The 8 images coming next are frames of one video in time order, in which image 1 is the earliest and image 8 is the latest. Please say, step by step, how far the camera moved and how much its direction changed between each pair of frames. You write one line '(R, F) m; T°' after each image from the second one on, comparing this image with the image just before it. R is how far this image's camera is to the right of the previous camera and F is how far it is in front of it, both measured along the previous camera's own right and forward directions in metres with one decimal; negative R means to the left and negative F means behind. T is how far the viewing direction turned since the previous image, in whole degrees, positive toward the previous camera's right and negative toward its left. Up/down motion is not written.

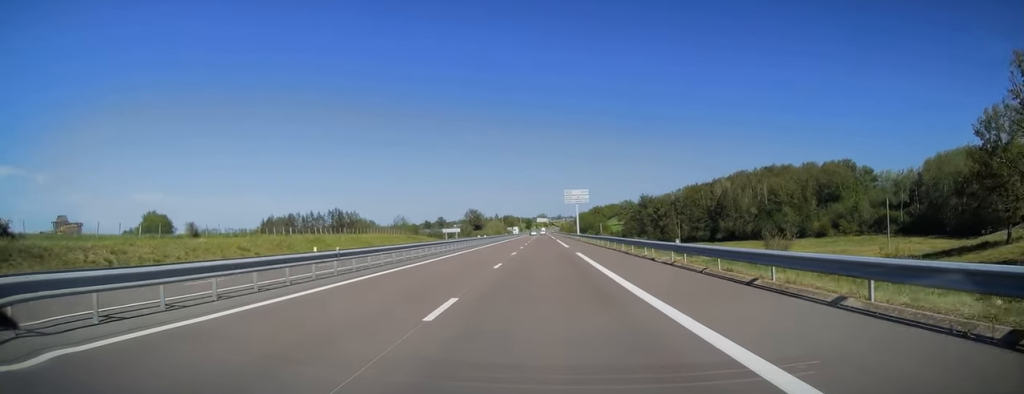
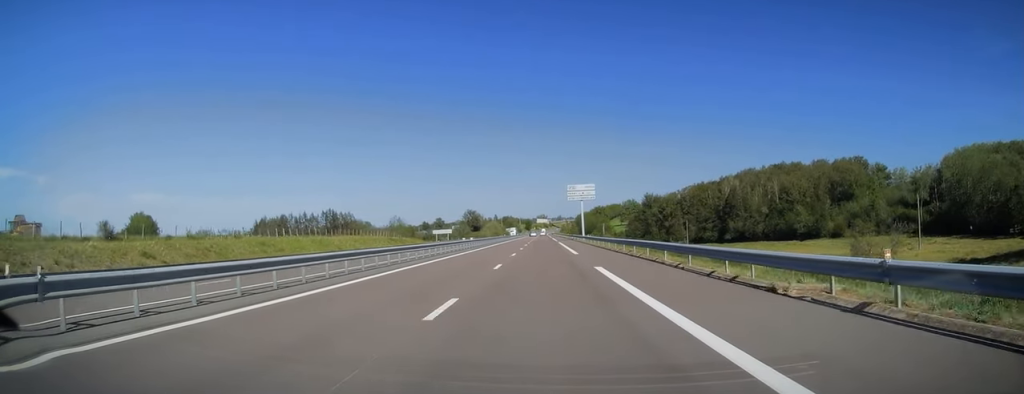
(0.0, +12.8) m; 0°
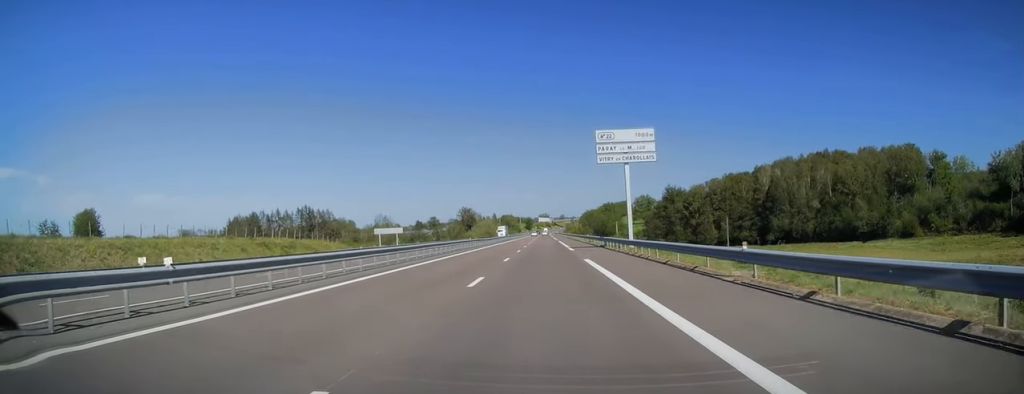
(0.0, +46.2) m; +1°
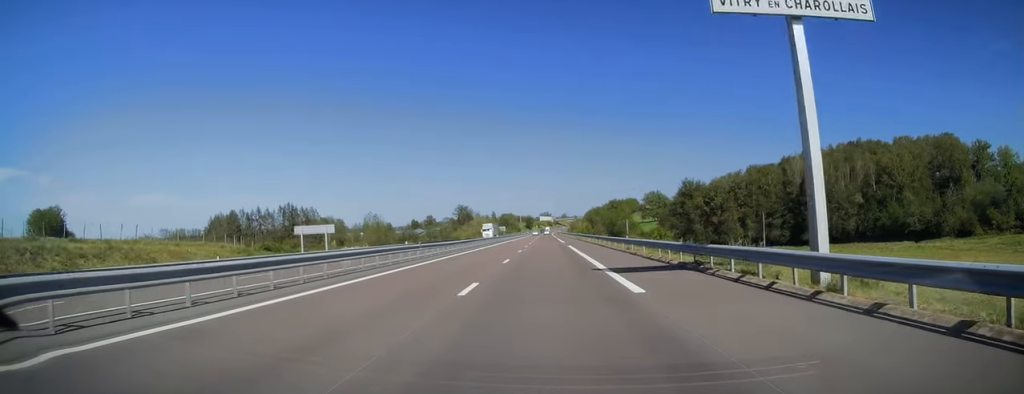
(+0.3, +28.0) m; 0°
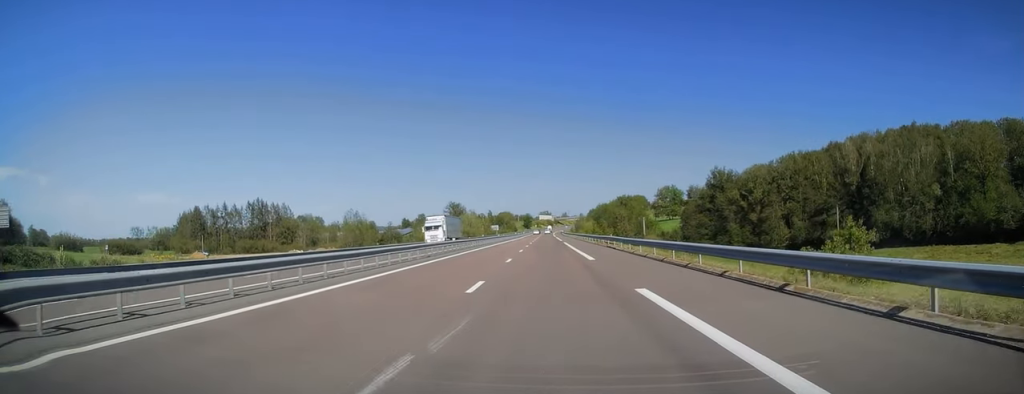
(-0.3, +38.3) m; -1°
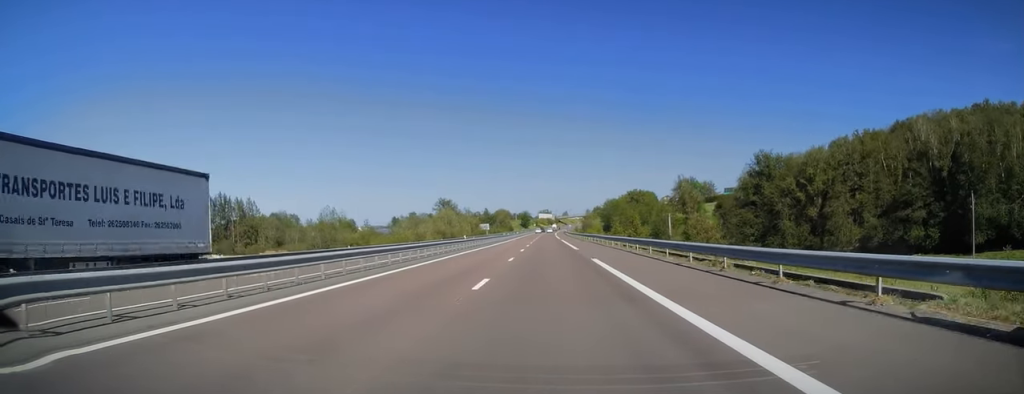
(0.0, +38.3) m; 0°
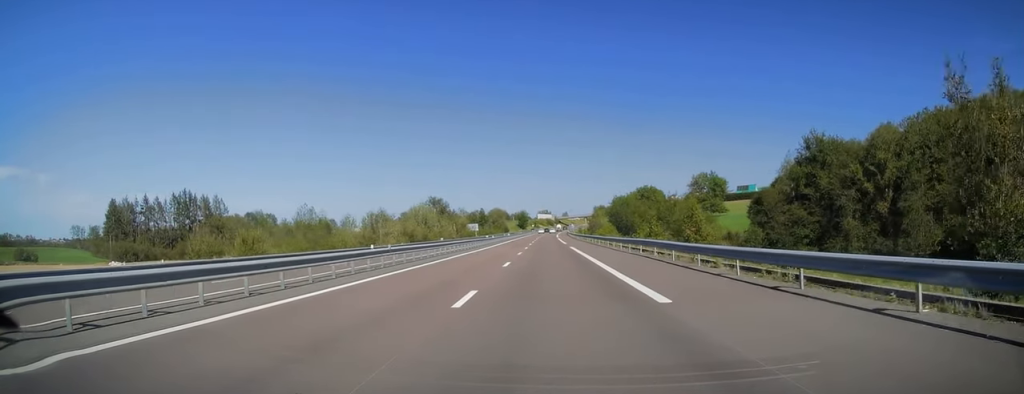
(0.0, +29.0) m; 0°
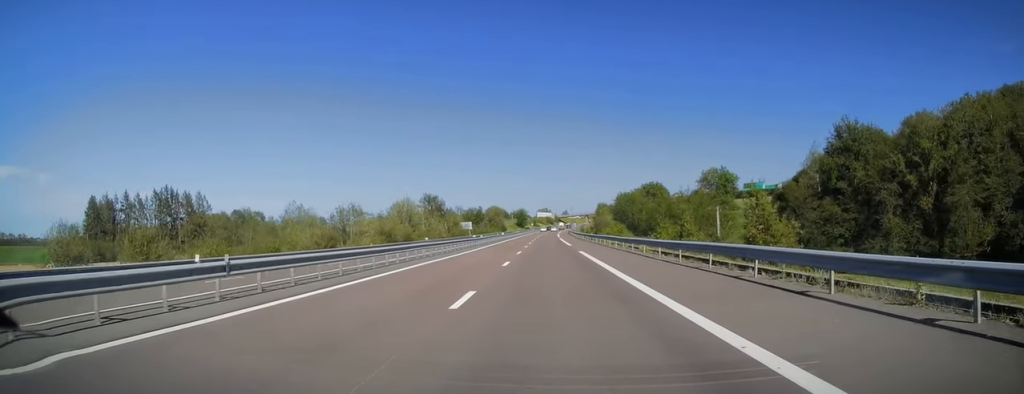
(0.0, +13.2) m; 0°
